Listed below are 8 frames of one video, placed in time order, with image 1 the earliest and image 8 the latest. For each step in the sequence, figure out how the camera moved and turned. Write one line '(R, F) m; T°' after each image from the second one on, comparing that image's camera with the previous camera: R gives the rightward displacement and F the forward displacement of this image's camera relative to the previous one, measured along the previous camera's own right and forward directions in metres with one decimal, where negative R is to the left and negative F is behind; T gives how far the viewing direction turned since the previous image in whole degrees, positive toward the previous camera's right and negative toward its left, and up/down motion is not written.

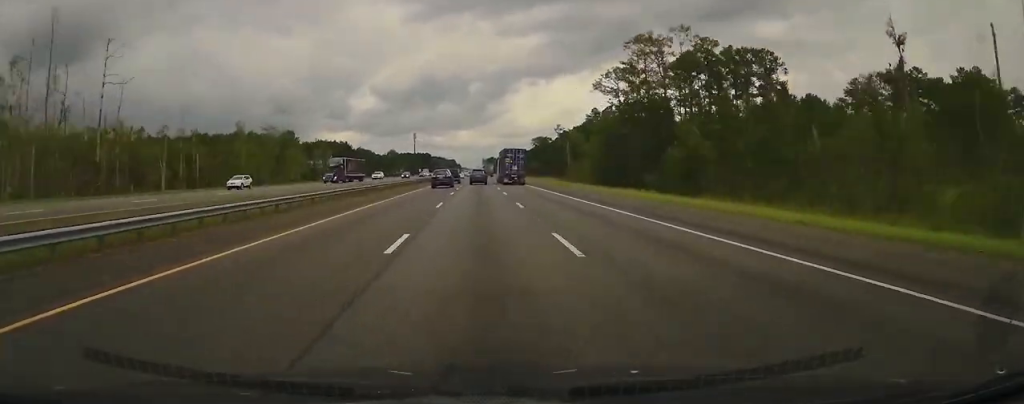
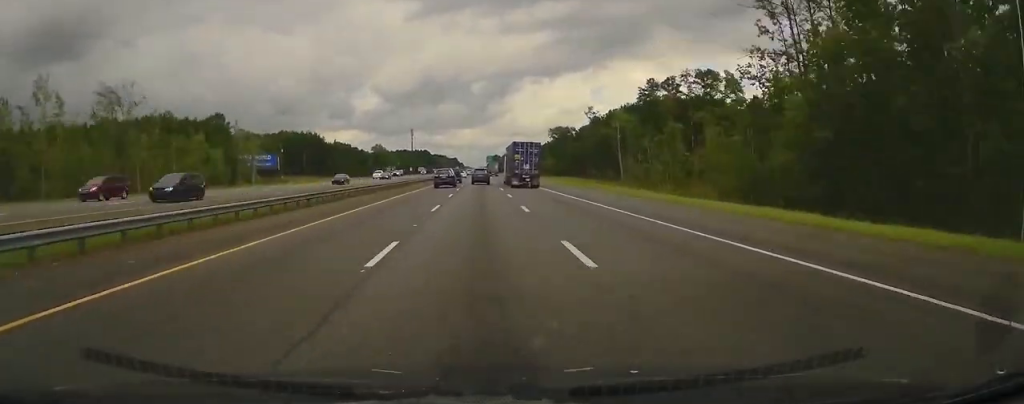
(+0.5, +63.8) m; 0°
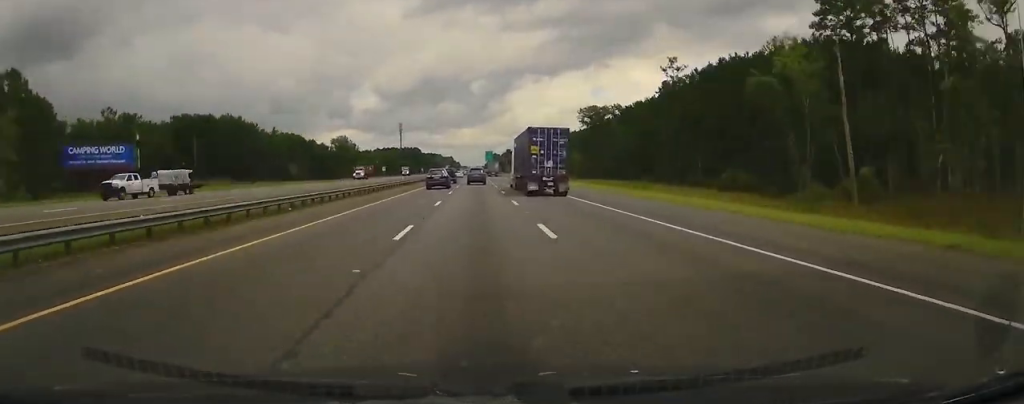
(-0.5, +78.0) m; 0°
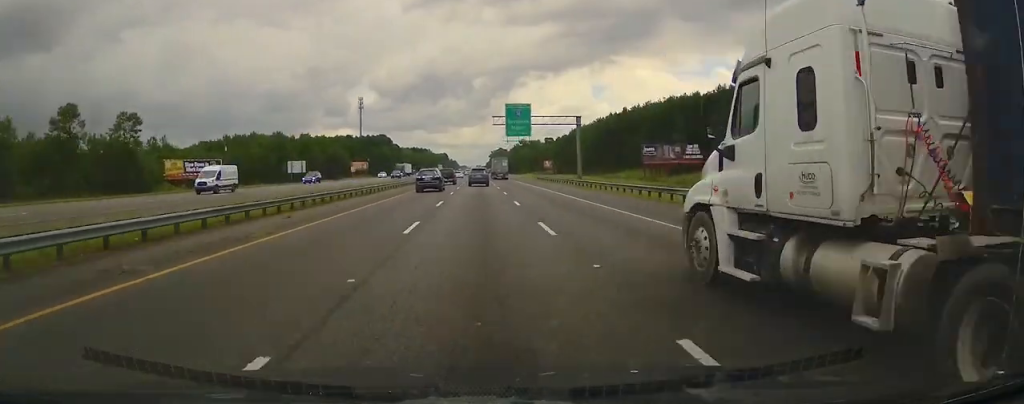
(-0.4, +208.0) m; 0°
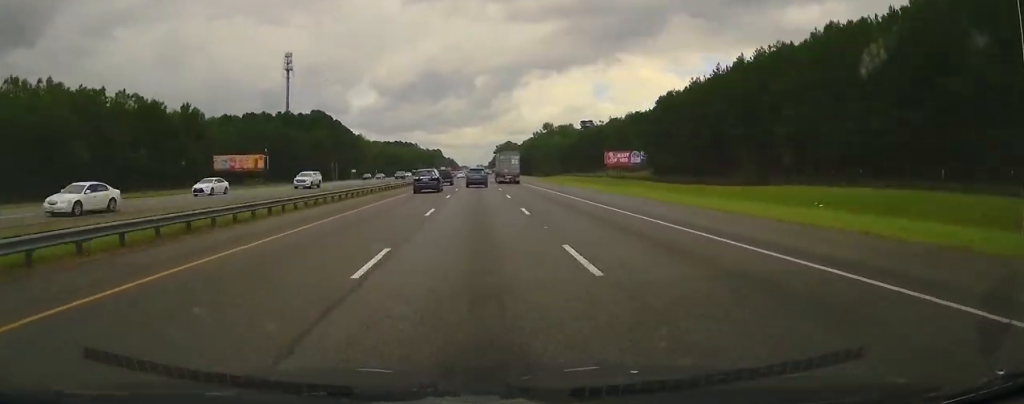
(-0.5, +156.8) m; 0°
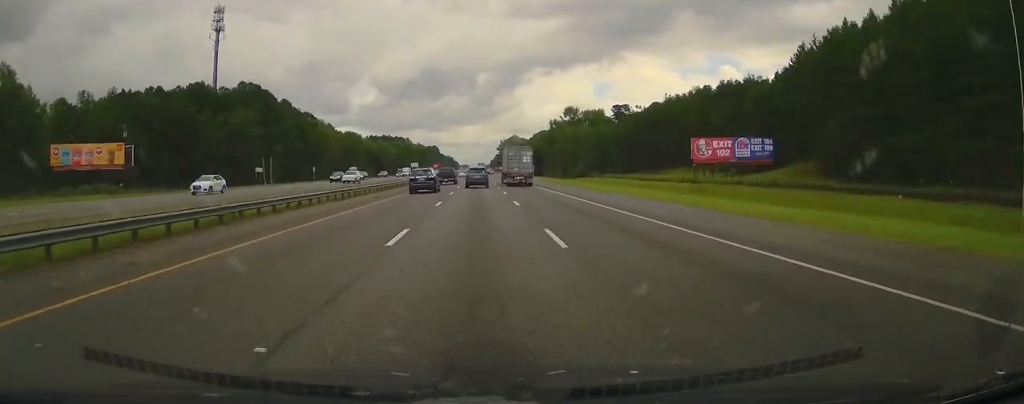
(+0.3, +70.3) m; 0°
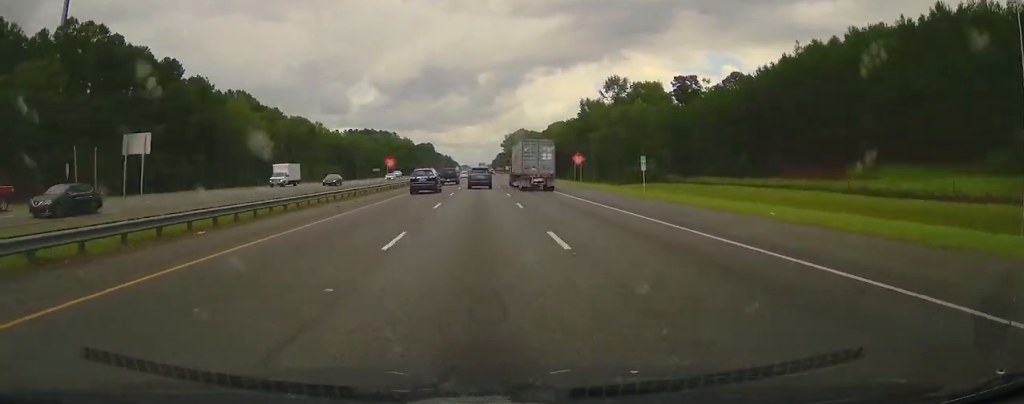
(+0.2, +74.8) m; 0°
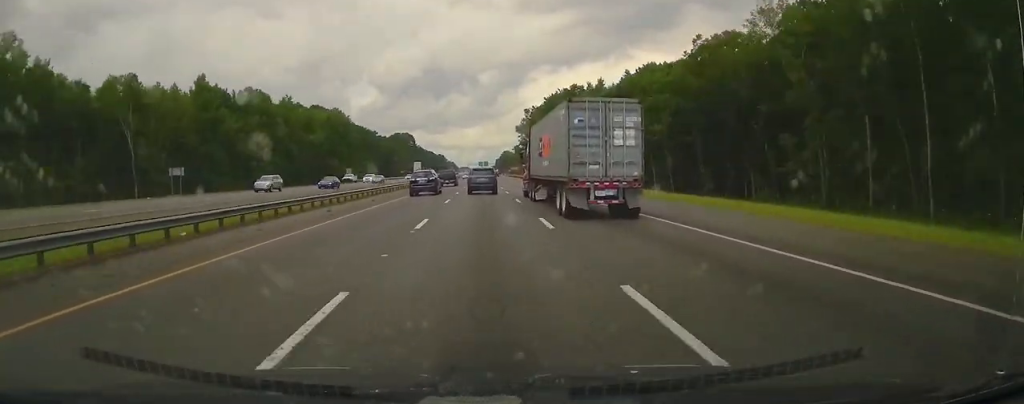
(-0.7, +160.4) m; 0°
